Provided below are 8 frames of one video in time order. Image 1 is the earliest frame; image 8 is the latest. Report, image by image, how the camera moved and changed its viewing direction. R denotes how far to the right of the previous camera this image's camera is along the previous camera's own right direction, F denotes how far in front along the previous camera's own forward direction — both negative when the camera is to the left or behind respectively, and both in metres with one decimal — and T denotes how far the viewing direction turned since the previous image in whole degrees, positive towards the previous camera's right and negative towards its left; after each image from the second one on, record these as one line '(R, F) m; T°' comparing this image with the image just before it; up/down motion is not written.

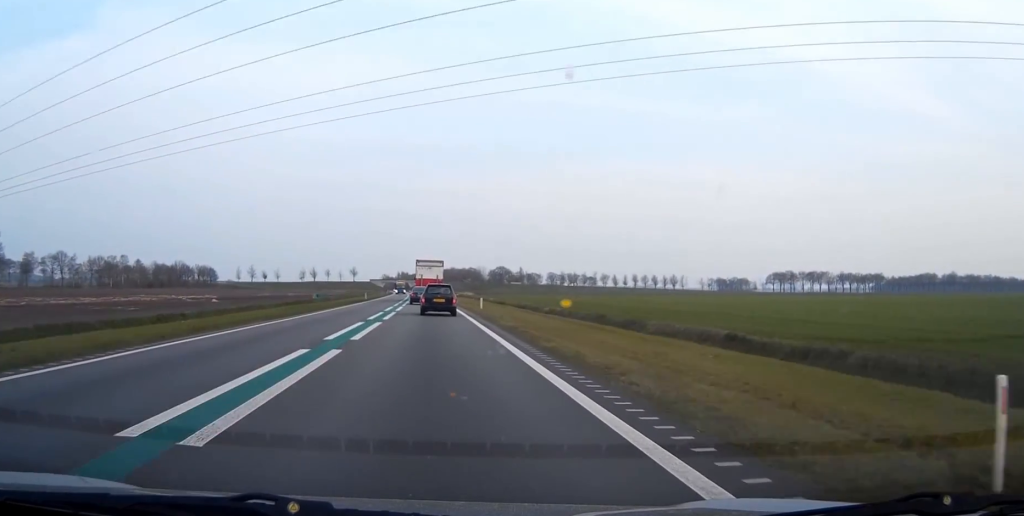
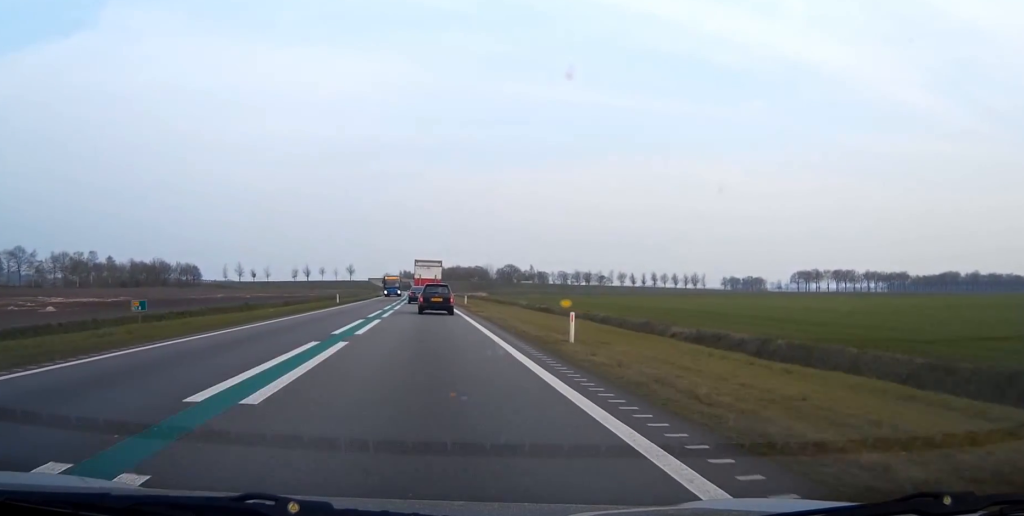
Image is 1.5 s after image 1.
(-0.1, +34.9) m; 0°
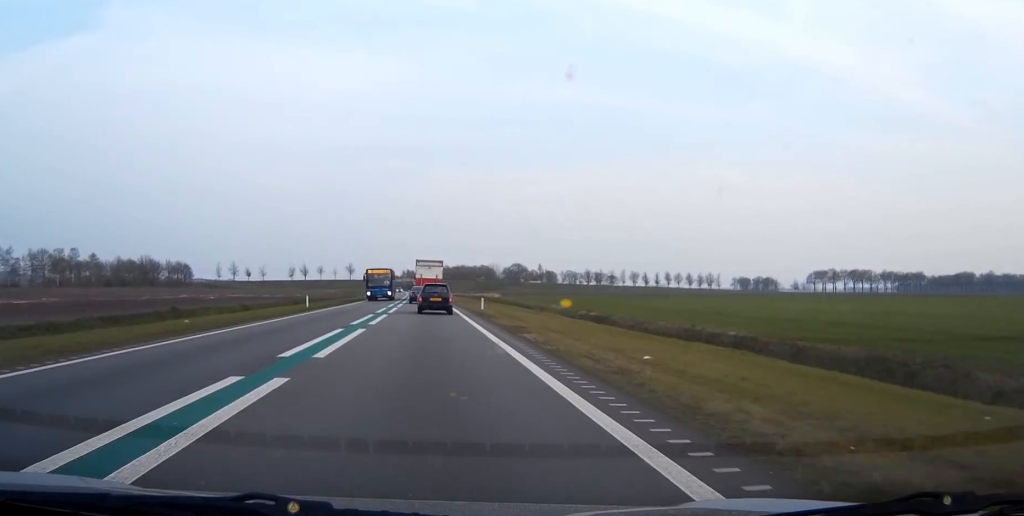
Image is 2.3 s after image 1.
(-0.1, +19.1) m; 0°
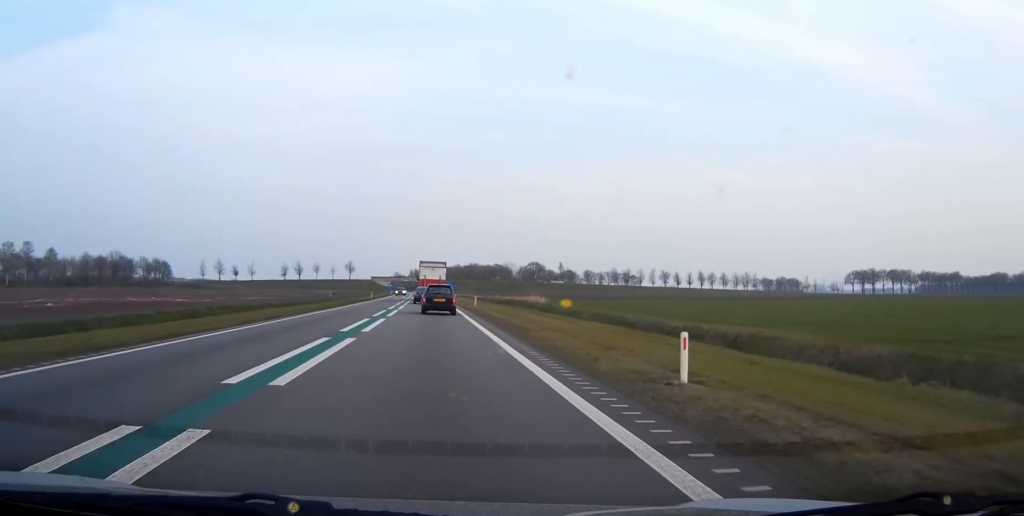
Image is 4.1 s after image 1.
(-0.6, +39.6) m; -2°
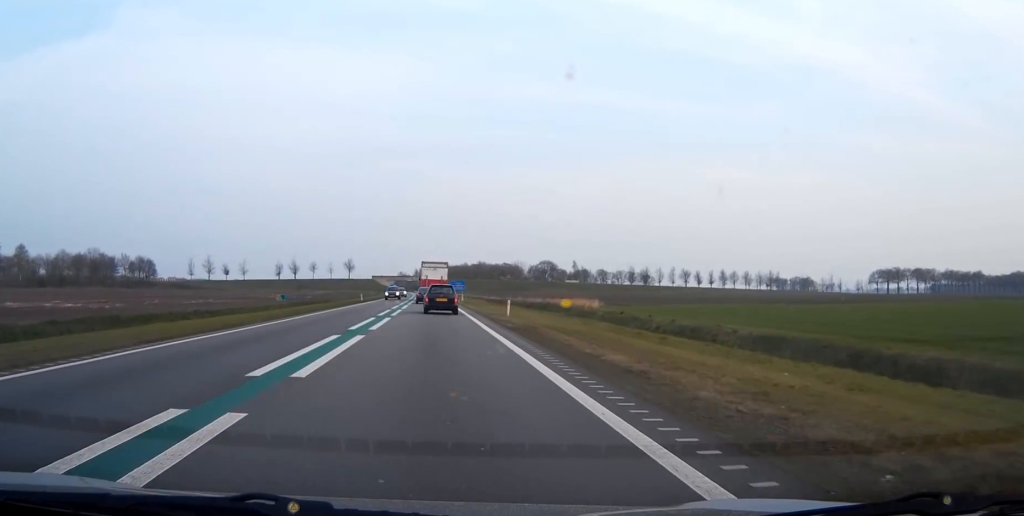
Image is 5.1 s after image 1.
(-0.1, +23.3) m; 0°
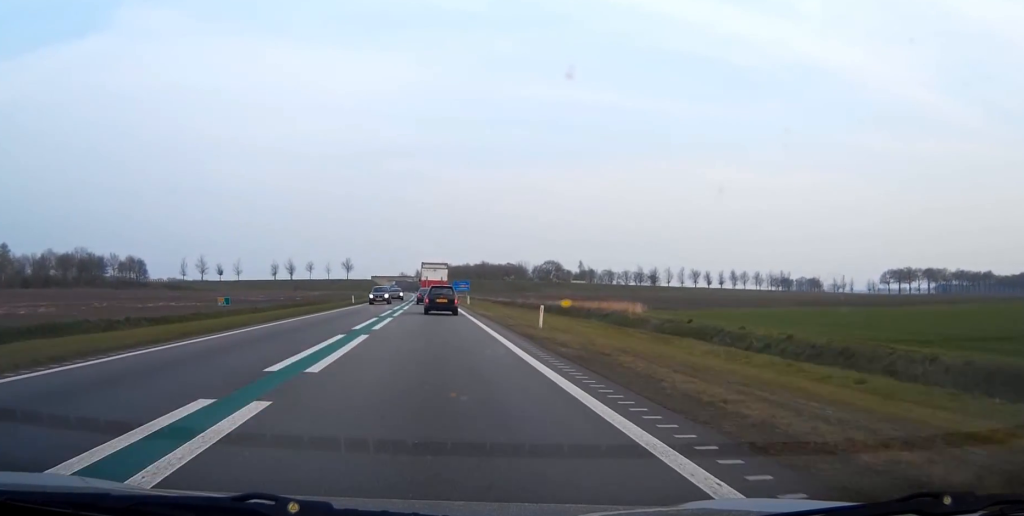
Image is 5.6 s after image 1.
(0.0, +11.3) m; 0°
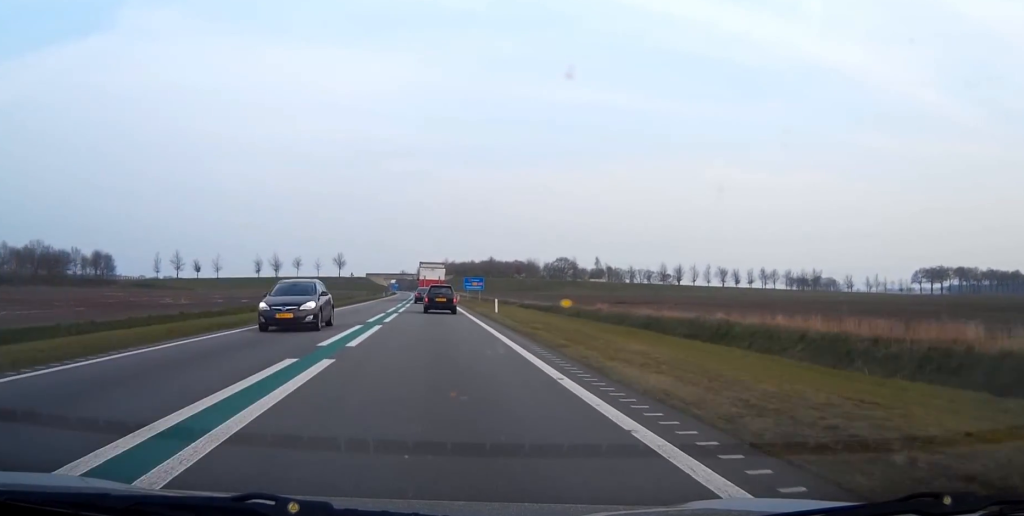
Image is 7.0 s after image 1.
(0.0, +31.5) m; 0°
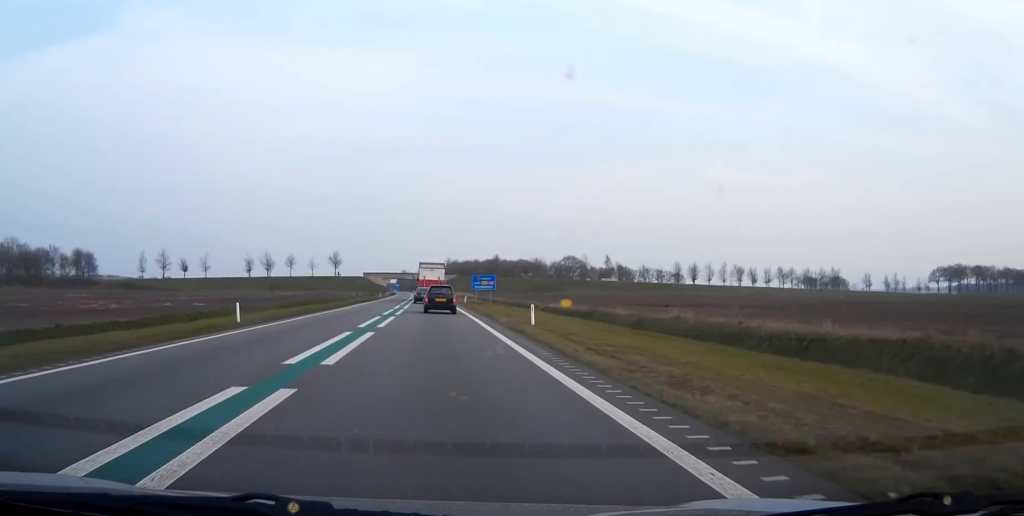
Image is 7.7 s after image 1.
(0.0, +15.7) m; 0°
